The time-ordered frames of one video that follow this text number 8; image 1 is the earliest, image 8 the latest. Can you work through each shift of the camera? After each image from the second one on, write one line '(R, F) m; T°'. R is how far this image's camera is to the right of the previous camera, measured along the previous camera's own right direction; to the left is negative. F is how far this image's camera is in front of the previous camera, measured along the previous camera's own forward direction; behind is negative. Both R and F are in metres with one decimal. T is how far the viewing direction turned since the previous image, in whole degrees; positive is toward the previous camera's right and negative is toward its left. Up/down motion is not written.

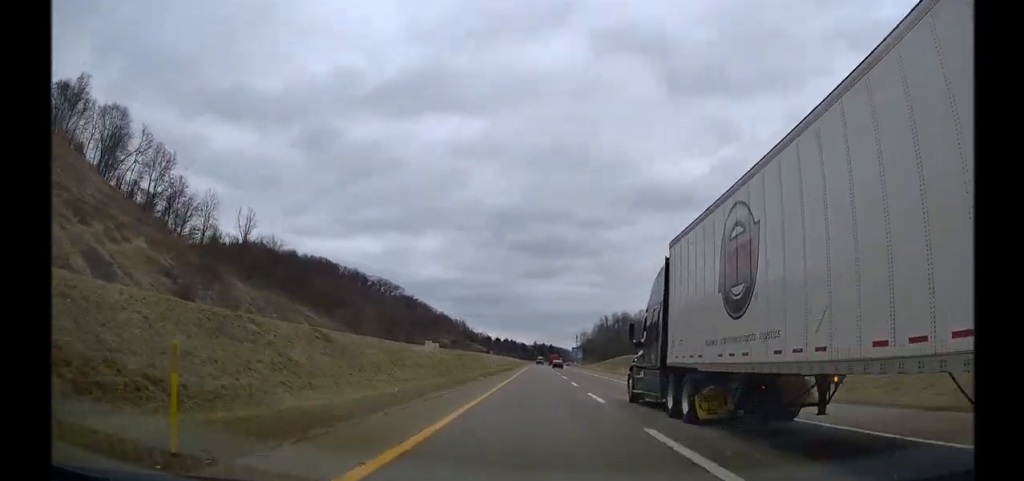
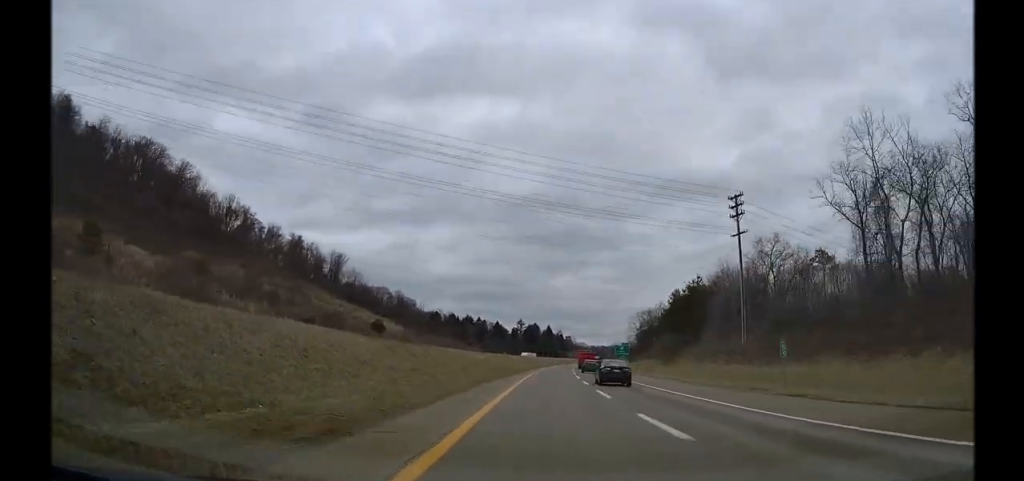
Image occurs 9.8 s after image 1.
(+9.1, +320.4) m; +6°
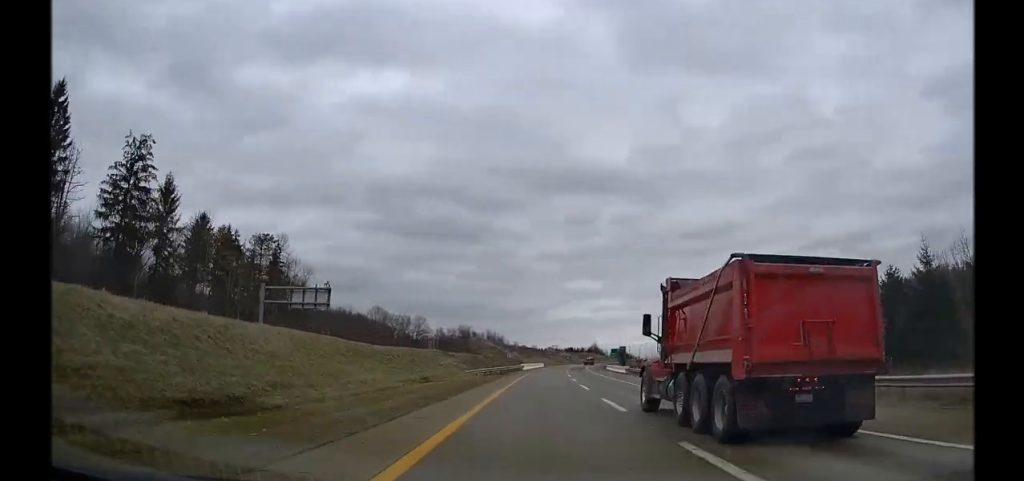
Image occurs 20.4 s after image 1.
(+29.0, +327.4) m; +13°
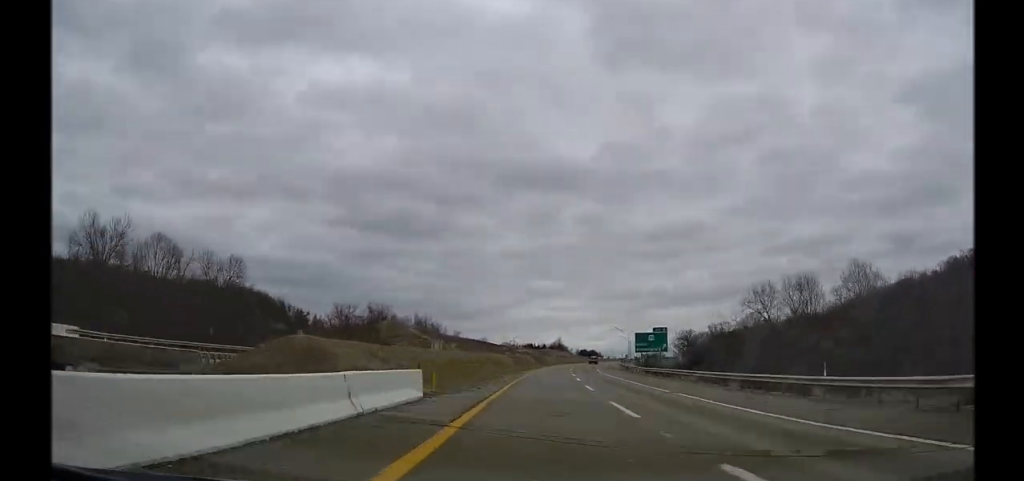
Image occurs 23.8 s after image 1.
(+9.4, +115.8) m; +4°
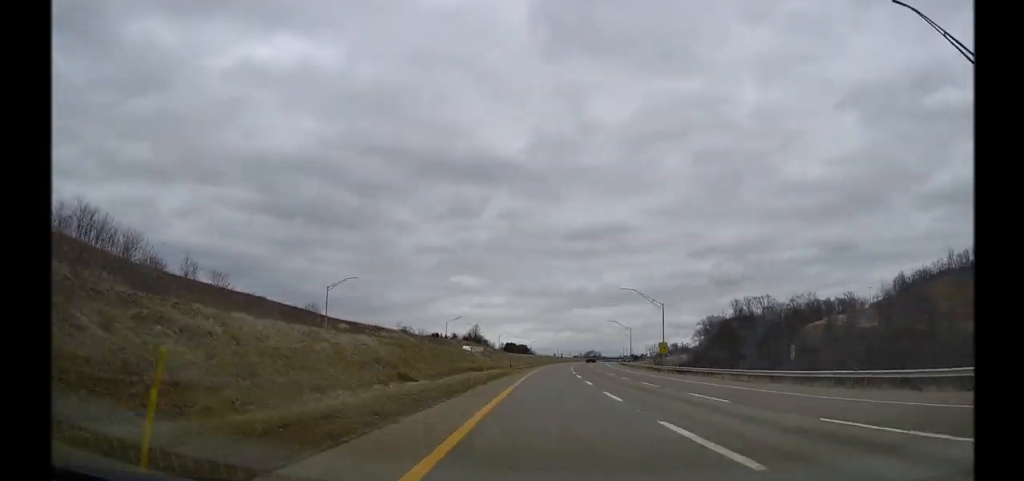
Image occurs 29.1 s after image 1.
(+7.0, +183.1) m; +6°
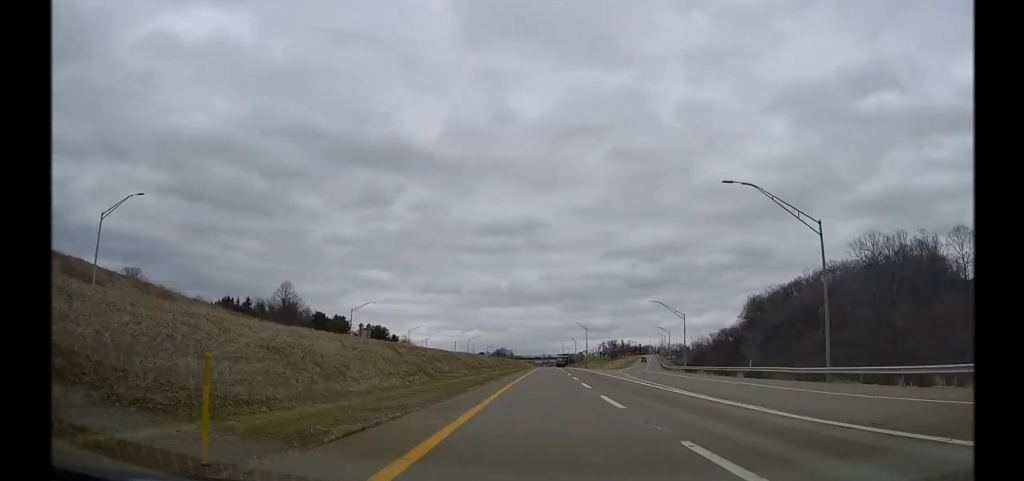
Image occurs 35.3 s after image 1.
(+17.5, +214.9) m; +5°
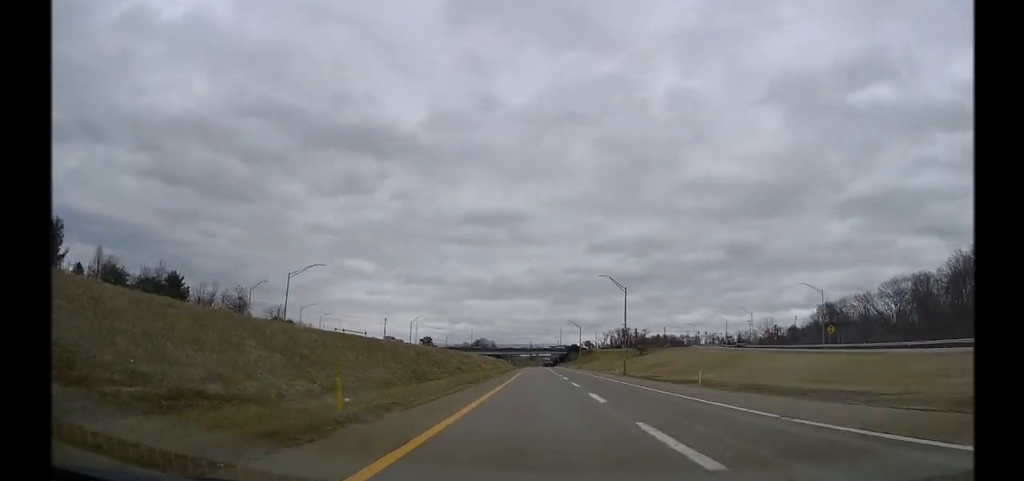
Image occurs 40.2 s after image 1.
(+2.5, +173.8) m; -2°
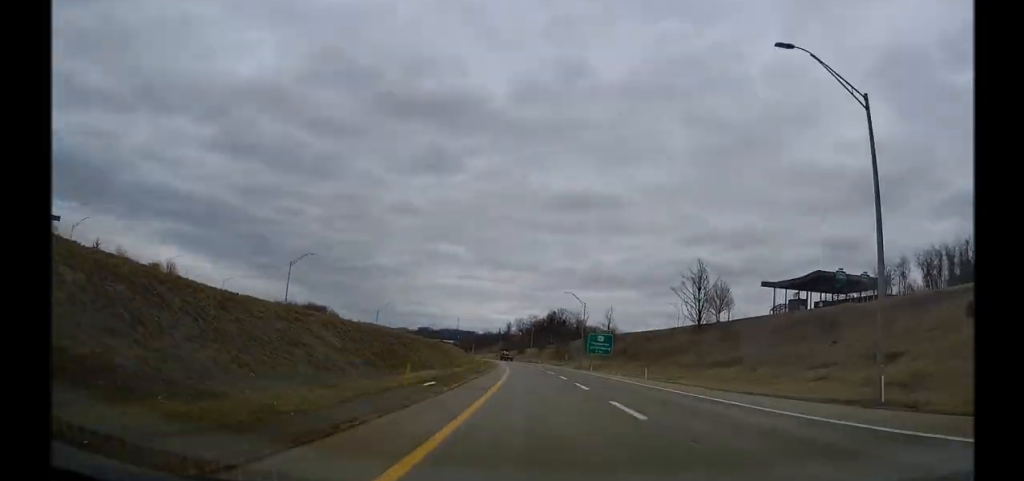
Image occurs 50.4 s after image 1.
(-19.0, +329.1) m; -12°
